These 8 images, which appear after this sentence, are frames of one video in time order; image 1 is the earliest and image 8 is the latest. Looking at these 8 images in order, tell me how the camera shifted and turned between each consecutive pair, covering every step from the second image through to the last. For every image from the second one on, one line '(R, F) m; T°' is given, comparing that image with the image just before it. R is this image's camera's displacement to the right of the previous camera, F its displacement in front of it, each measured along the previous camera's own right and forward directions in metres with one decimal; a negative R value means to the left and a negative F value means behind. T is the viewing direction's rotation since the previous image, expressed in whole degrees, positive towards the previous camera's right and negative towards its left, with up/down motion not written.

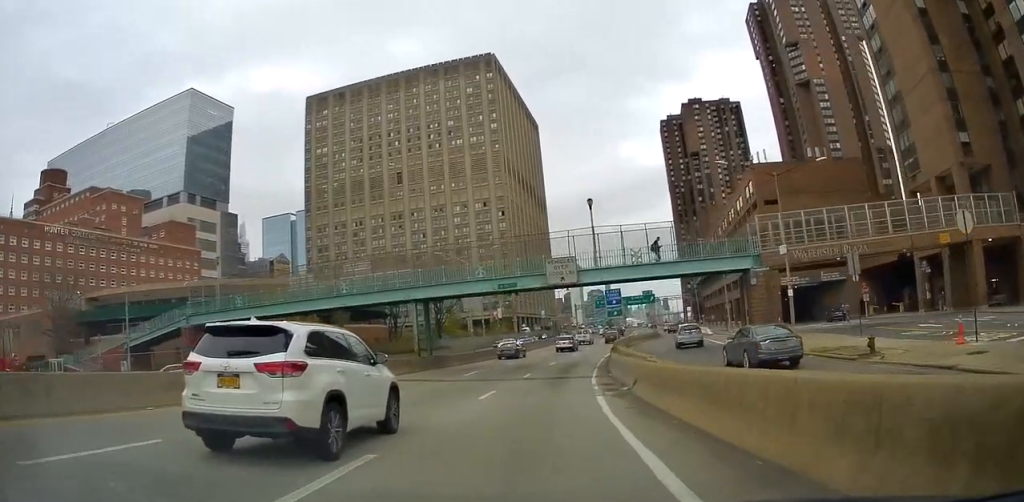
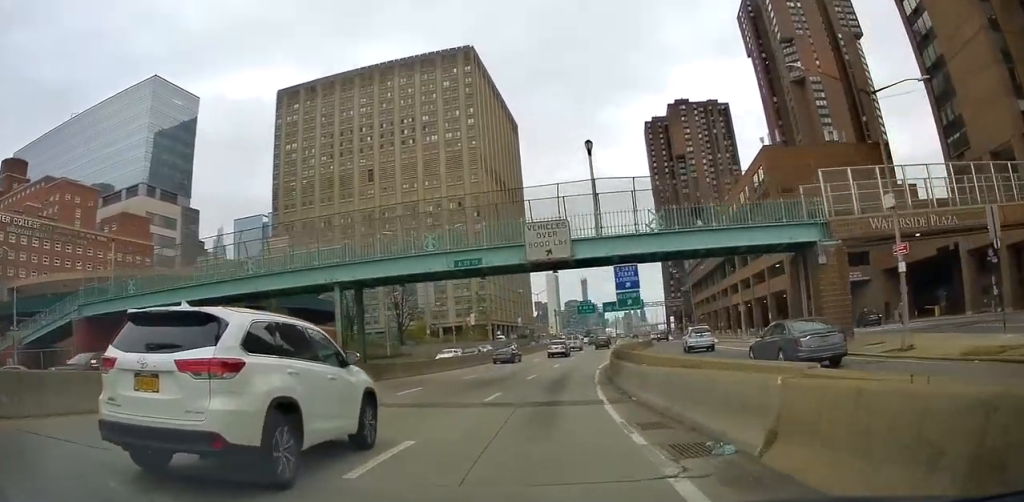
(+0.4, +10.8) m; +3°
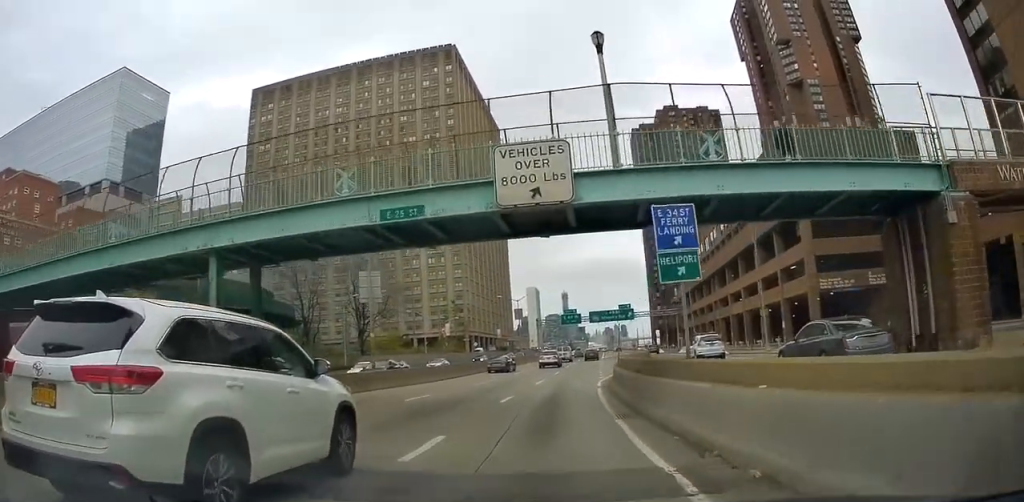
(-0.1, +9.4) m; +3°
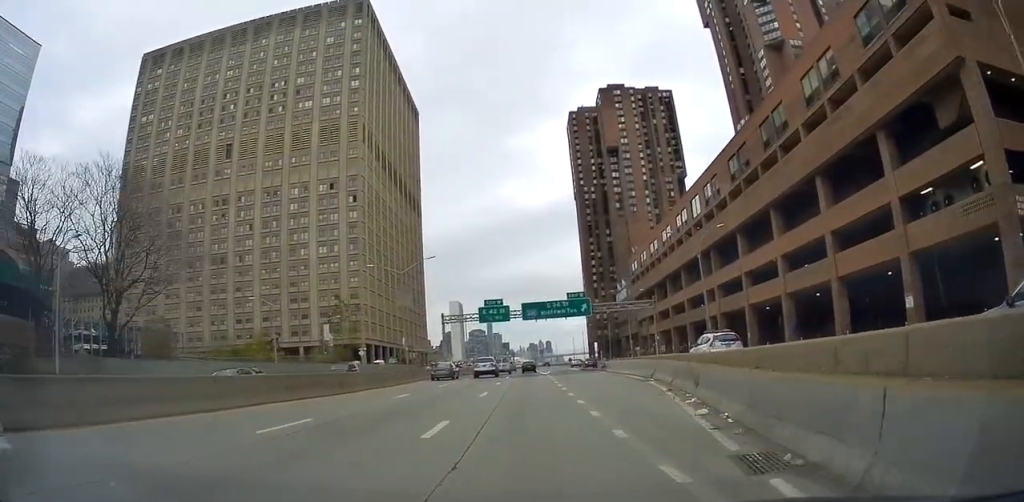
(+2.7, +33.0) m; +7°
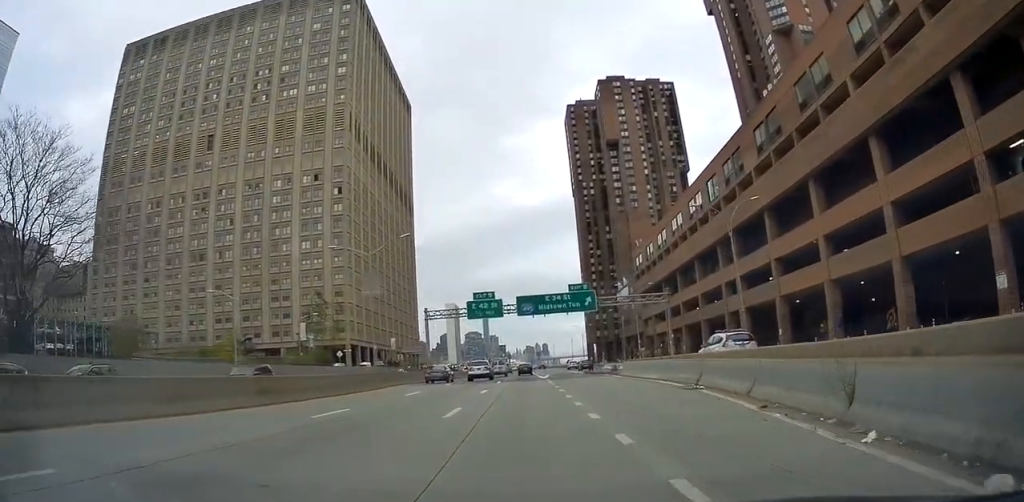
(0.0, +8.4) m; +1°
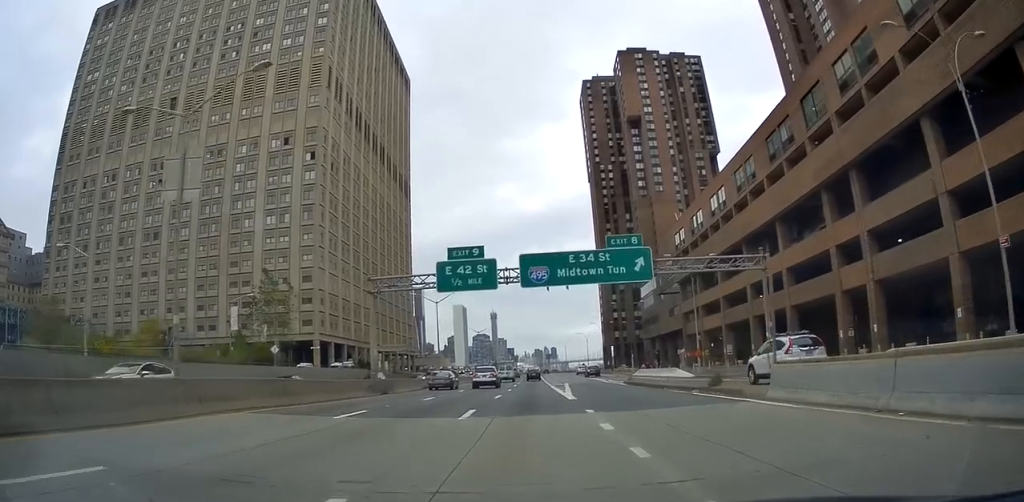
(+0.8, +23.2) m; +4°
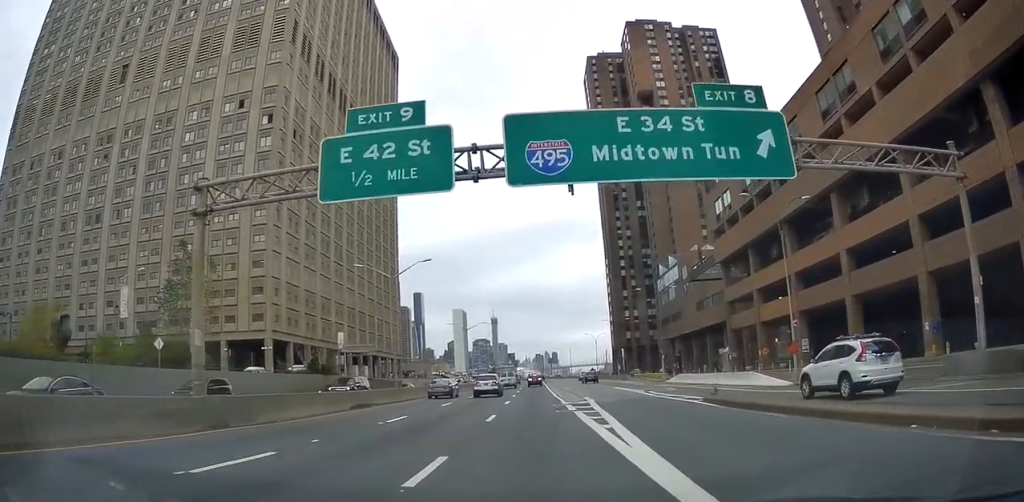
(+0.4, +19.6) m; +3°
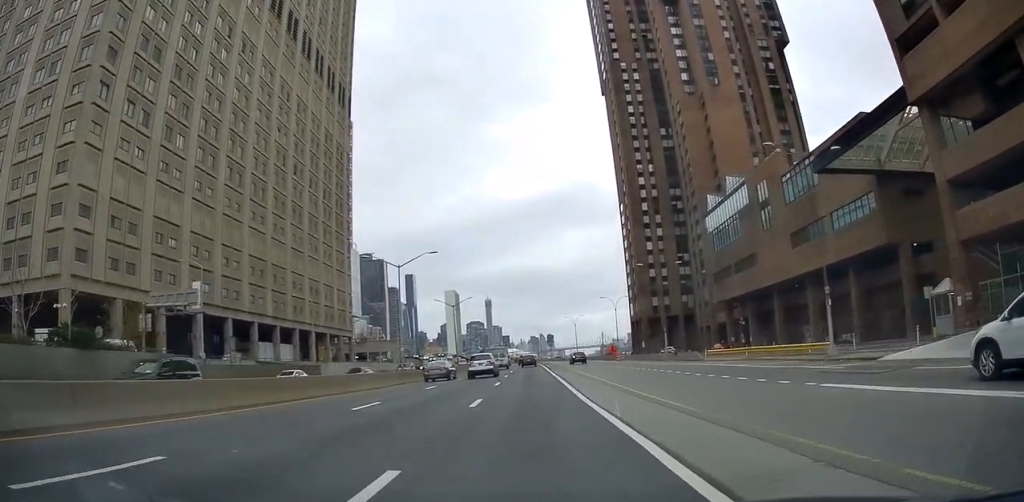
(+1.0, +39.9) m; 0°
